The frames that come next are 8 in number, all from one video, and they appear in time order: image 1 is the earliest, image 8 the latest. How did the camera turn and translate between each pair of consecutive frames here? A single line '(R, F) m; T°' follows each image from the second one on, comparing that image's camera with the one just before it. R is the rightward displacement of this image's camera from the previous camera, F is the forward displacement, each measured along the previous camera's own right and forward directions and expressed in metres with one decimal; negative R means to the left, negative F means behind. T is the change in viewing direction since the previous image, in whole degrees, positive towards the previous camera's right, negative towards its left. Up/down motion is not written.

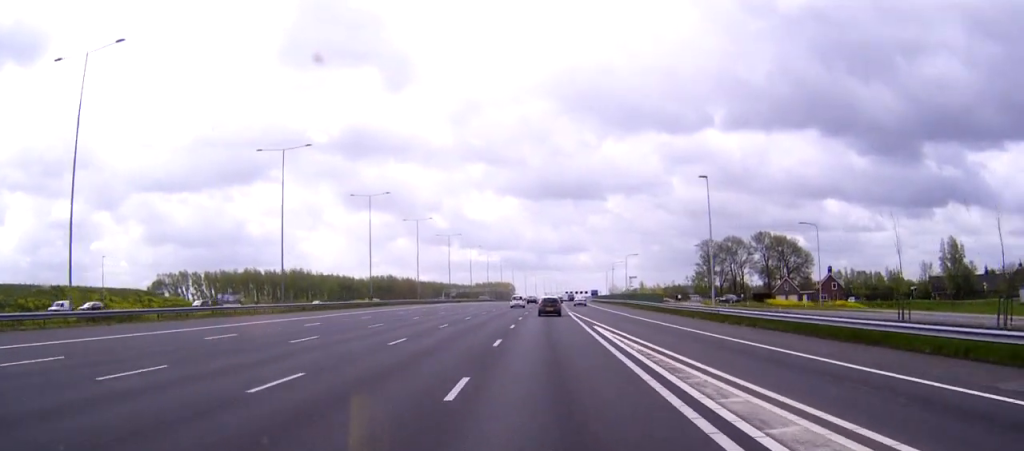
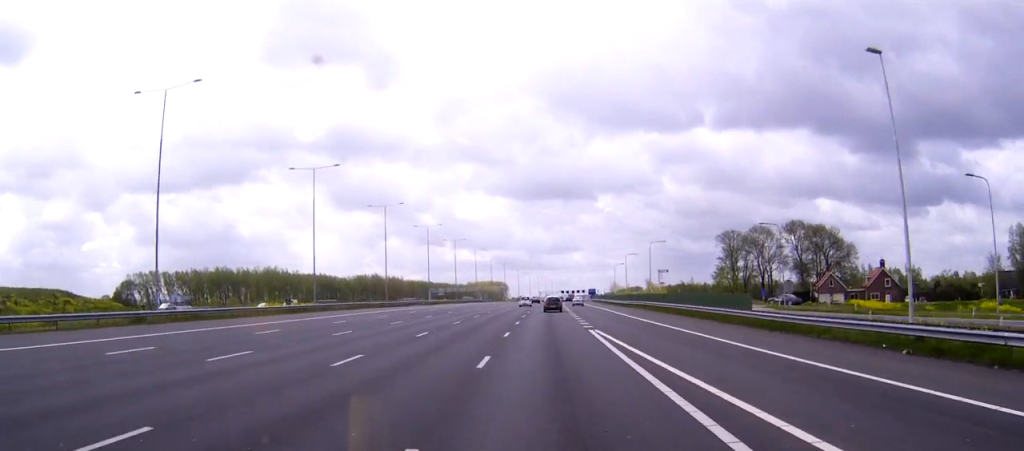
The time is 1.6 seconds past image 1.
(0.0, +29.8) m; 0°
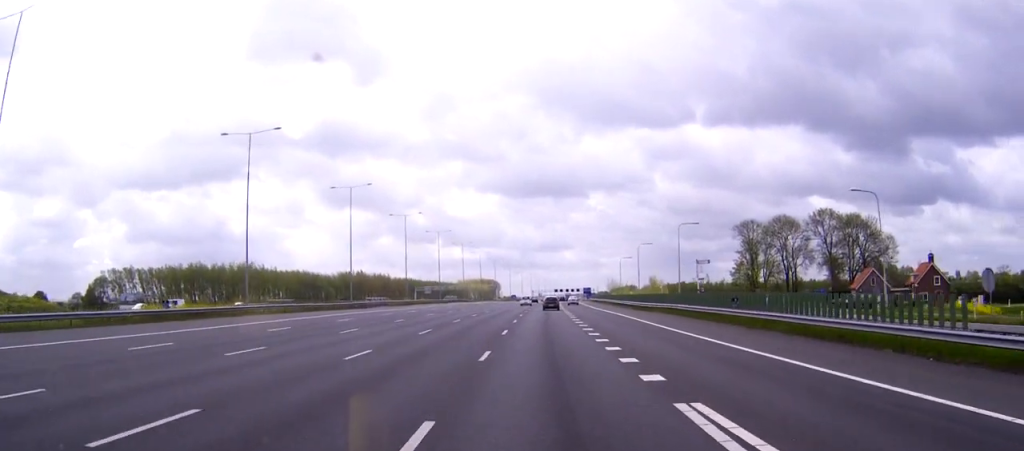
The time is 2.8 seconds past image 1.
(+0.1, +20.8) m; +1°
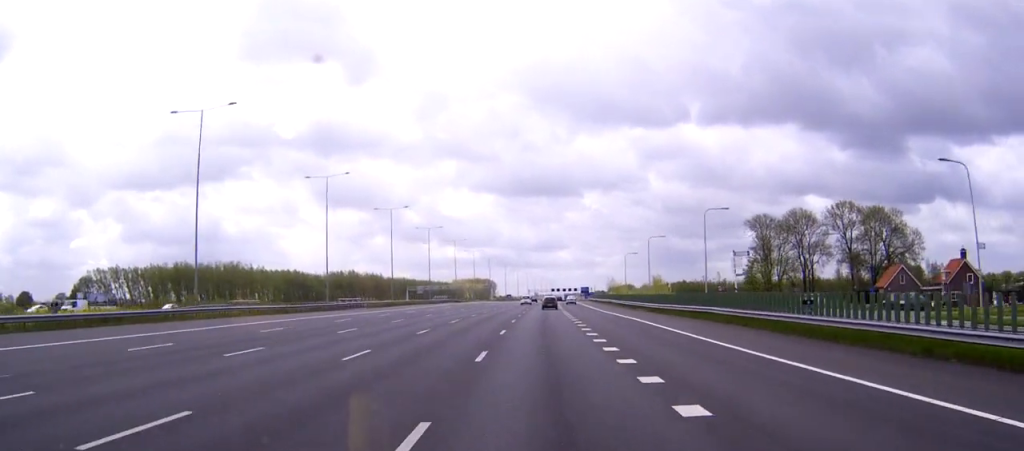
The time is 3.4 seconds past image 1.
(0.0, +11.3) m; 0°
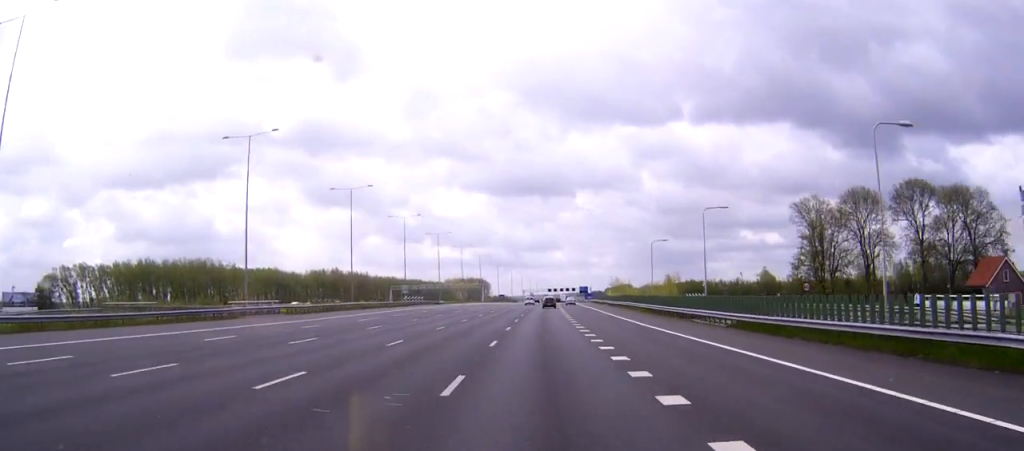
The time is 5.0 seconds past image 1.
(+0.2, +33.0) m; +1°
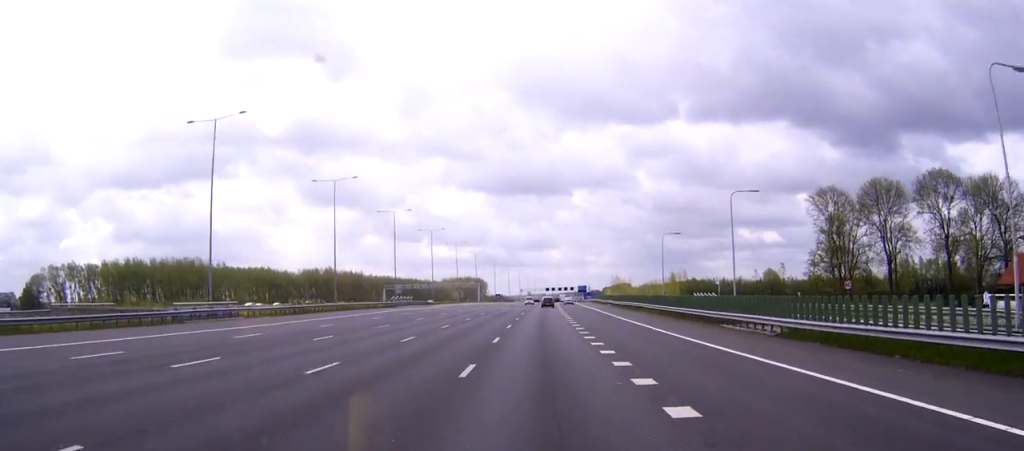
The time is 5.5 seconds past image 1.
(0.0, +9.4) m; 0°
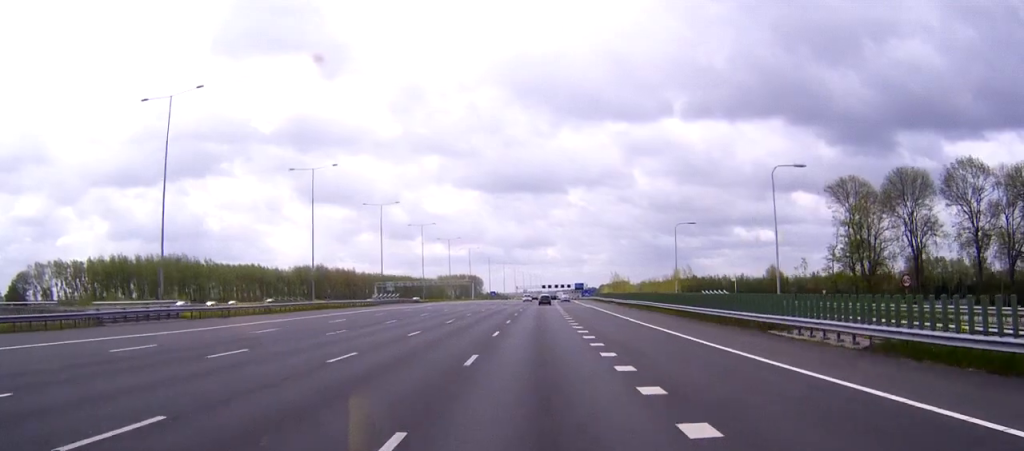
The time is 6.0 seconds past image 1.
(0.0, +9.8) m; 0°
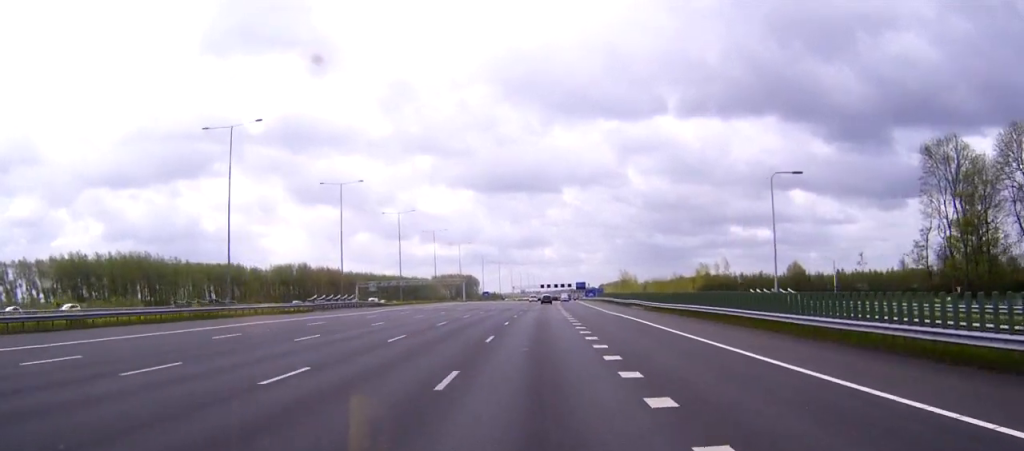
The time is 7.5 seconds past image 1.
(0.0, +29.7) m; 0°
